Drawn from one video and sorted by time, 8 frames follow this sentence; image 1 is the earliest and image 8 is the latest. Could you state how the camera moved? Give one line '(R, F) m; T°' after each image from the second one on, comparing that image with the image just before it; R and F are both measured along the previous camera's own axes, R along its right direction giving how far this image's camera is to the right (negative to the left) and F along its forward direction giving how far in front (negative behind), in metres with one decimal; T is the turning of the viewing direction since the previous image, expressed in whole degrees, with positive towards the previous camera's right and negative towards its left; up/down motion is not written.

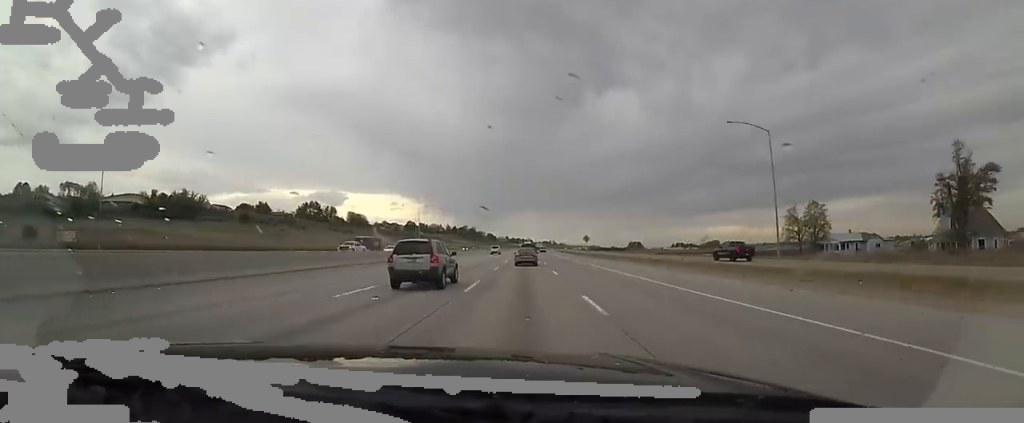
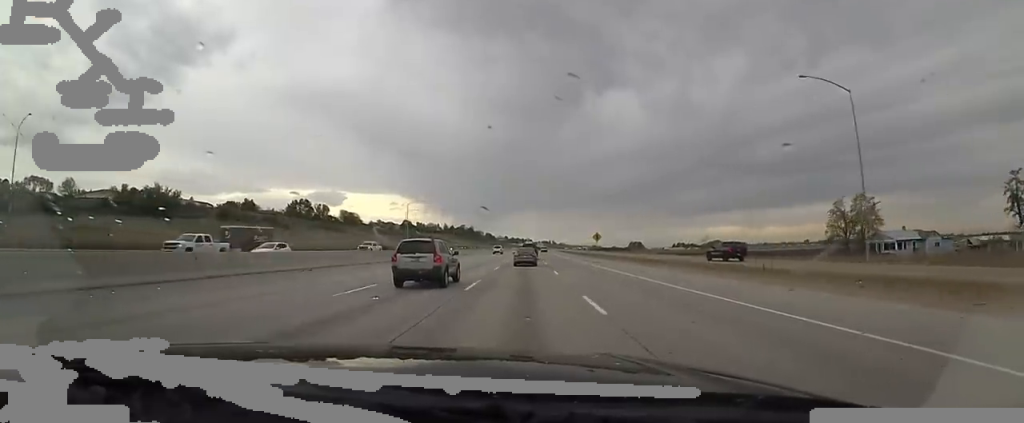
(0.0, +15.0) m; 0°
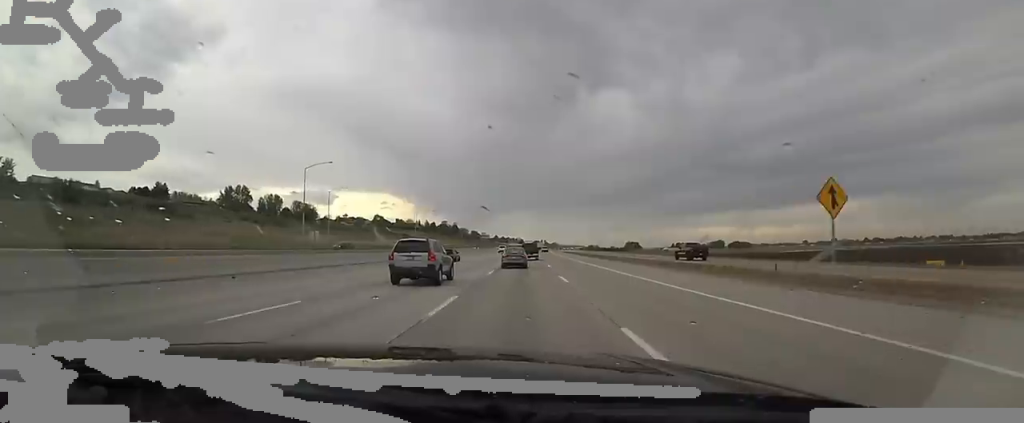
(0.0, +65.3) m; 0°
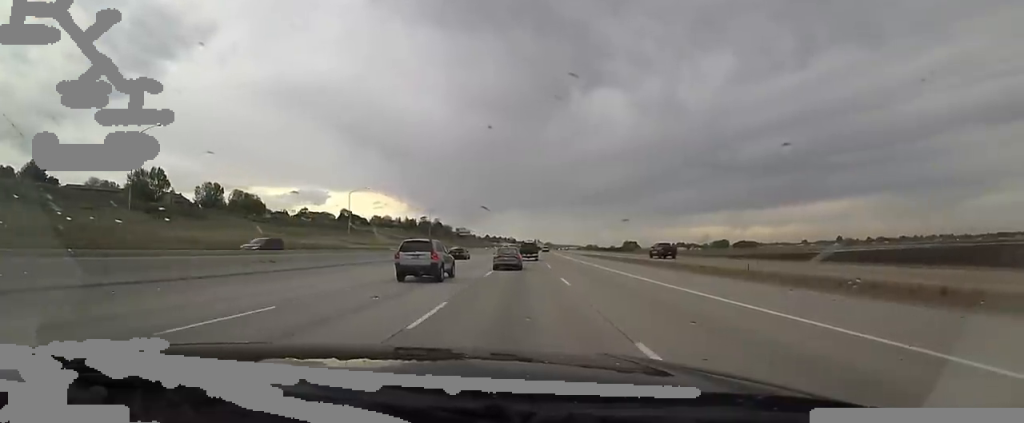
(+0.3, +59.6) m; +3°
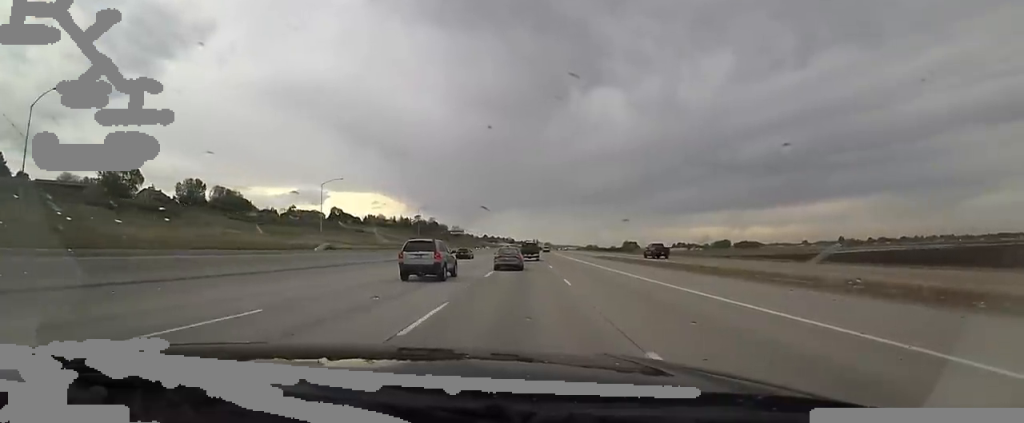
(+0.8, +15.0) m; 0°
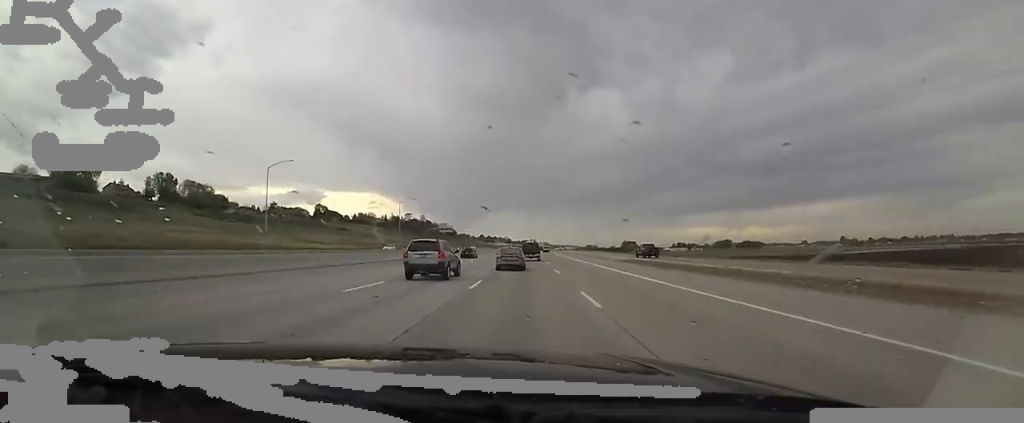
(+0.1, +20.8) m; 0°
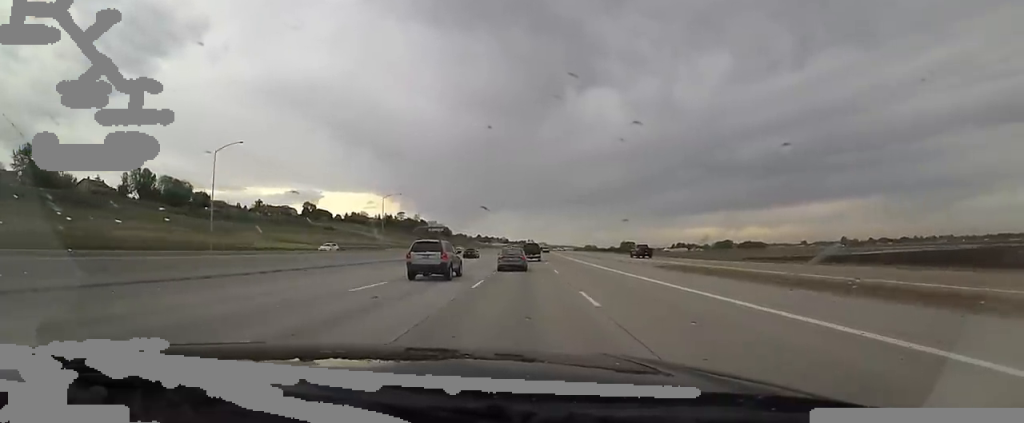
(-0.7, +14.4) m; 0°
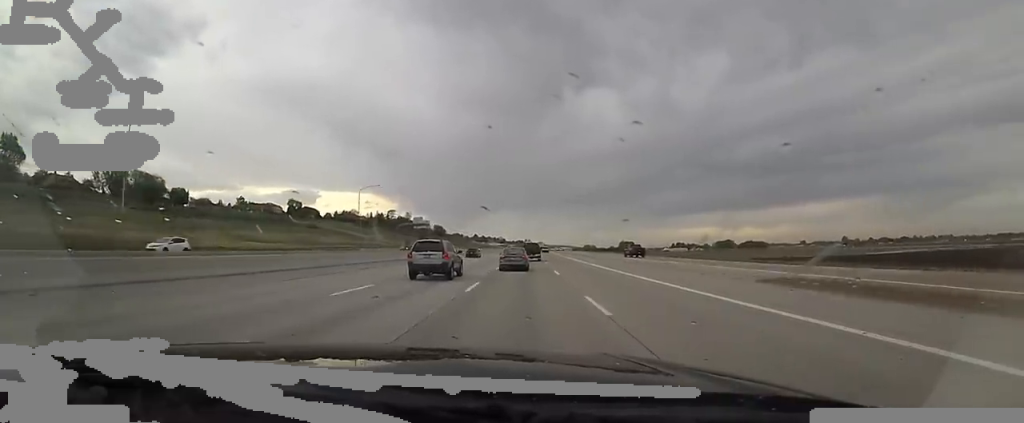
(+0.4, +16.6) m; 0°
